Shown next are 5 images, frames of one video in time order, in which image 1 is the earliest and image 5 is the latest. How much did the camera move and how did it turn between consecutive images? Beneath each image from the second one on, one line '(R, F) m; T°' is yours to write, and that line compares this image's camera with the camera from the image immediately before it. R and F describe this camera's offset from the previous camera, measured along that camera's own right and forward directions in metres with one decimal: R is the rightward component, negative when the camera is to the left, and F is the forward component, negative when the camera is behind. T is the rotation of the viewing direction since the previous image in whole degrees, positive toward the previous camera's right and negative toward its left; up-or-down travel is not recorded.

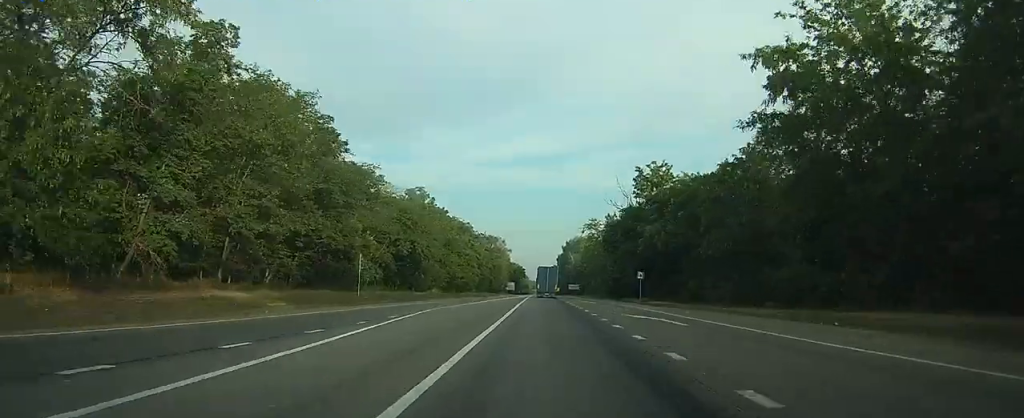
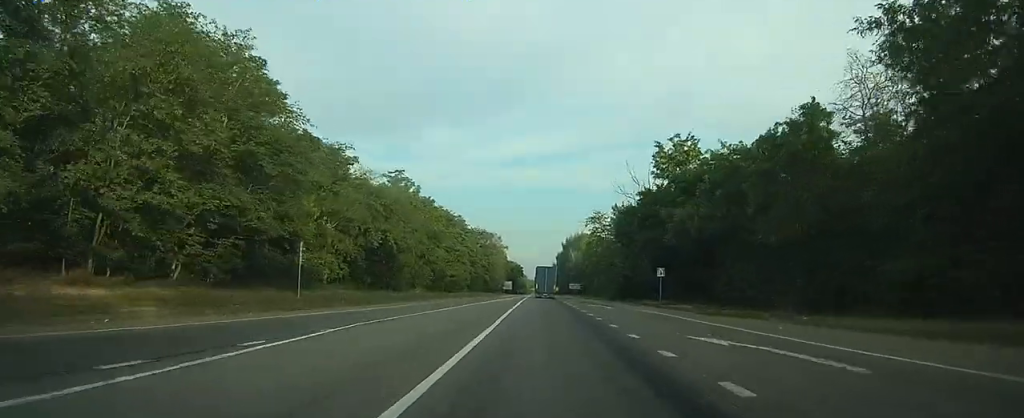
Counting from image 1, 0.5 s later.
(0.0, +11.3) m; 0°
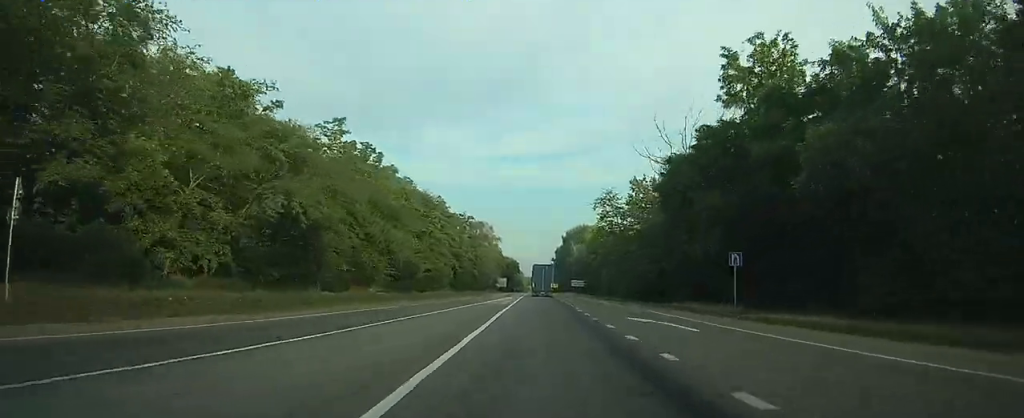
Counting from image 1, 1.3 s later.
(0.0, +21.0) m; 0°
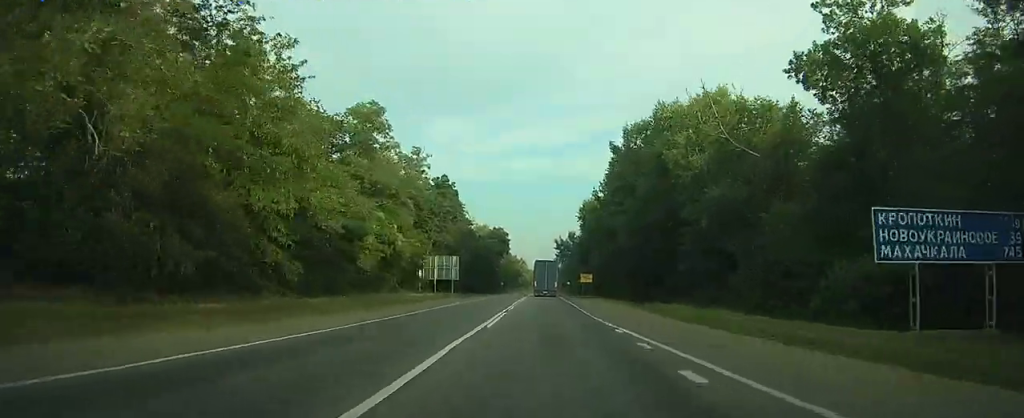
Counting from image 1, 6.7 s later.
(+0.5, +128.2) m; 0°
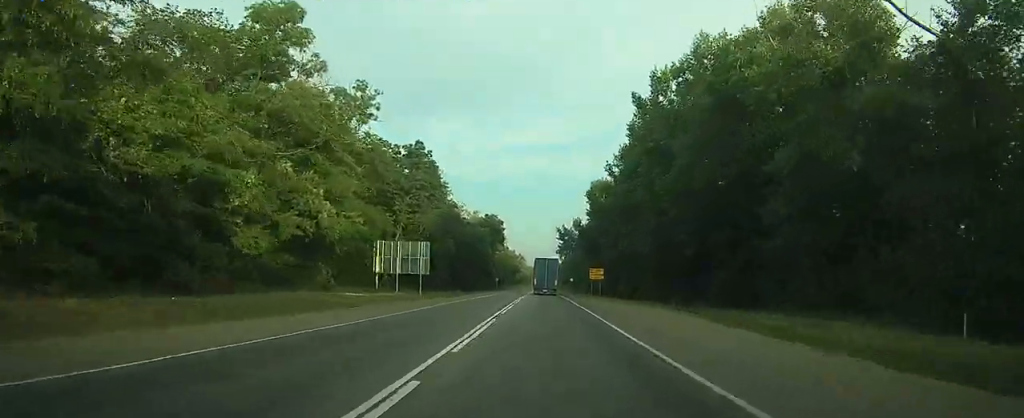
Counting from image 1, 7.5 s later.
(-0.1, +18.7) m; 0°
